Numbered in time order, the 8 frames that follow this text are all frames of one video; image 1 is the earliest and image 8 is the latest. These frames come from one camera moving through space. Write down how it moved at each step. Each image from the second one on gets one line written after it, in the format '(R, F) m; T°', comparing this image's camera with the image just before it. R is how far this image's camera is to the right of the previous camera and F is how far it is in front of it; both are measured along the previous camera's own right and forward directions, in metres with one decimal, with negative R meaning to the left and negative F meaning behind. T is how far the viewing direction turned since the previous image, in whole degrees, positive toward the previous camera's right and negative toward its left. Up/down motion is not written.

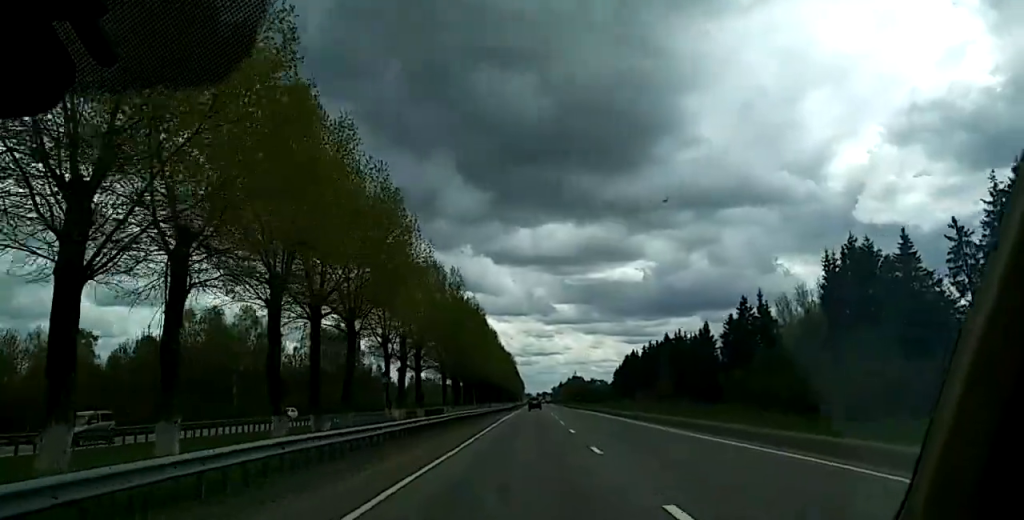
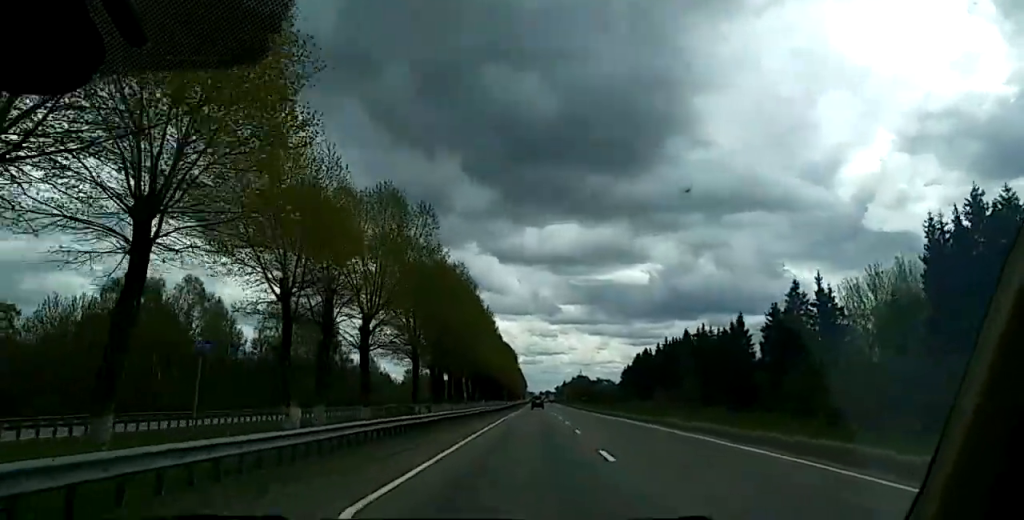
(-0.3, +26.4) m; +1°
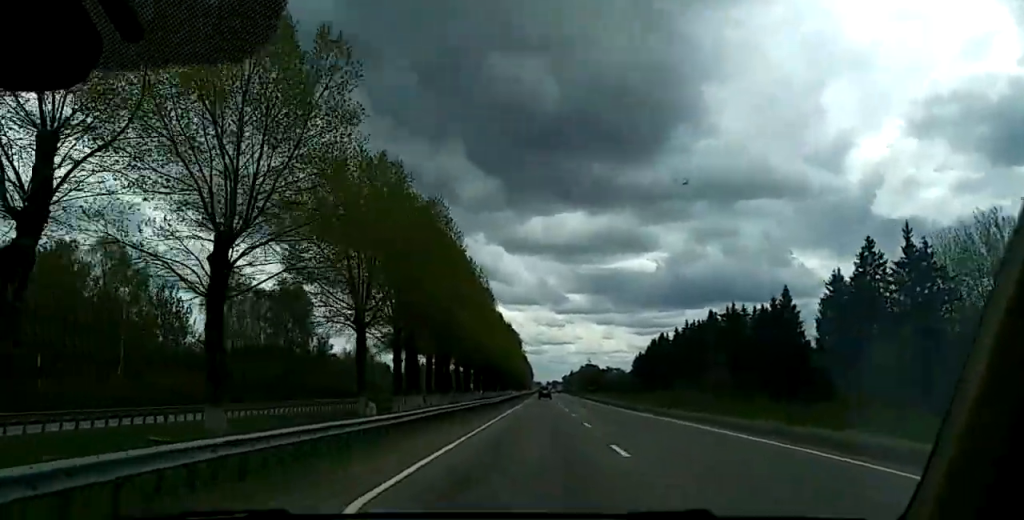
(+0.5, +24.3) m; +1°
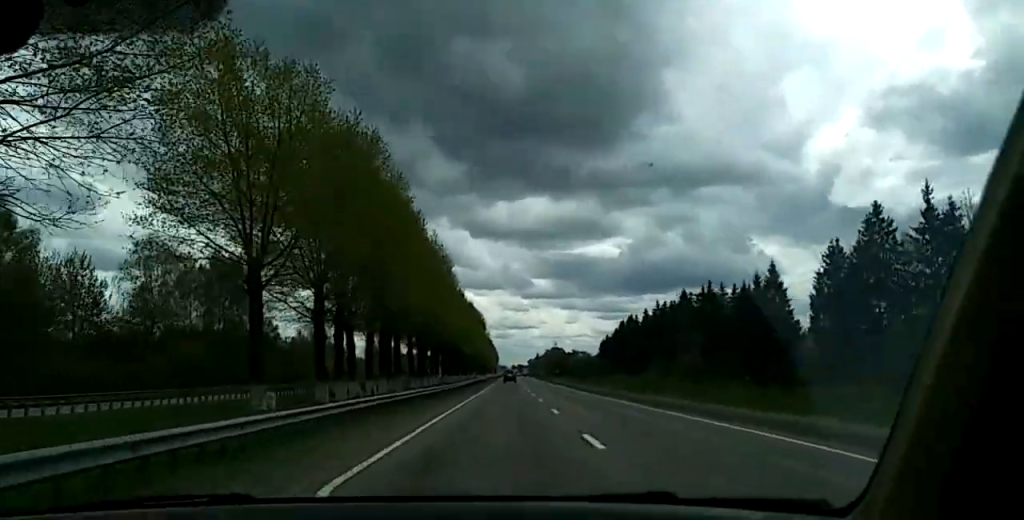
(-0.1, +13.8) m; 0°
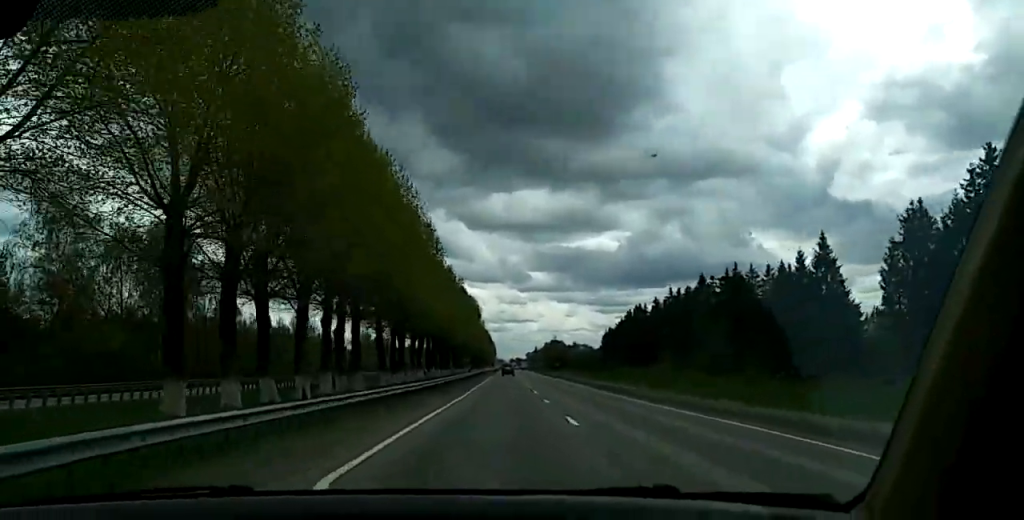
(-0.1, +20.1) m; 0°
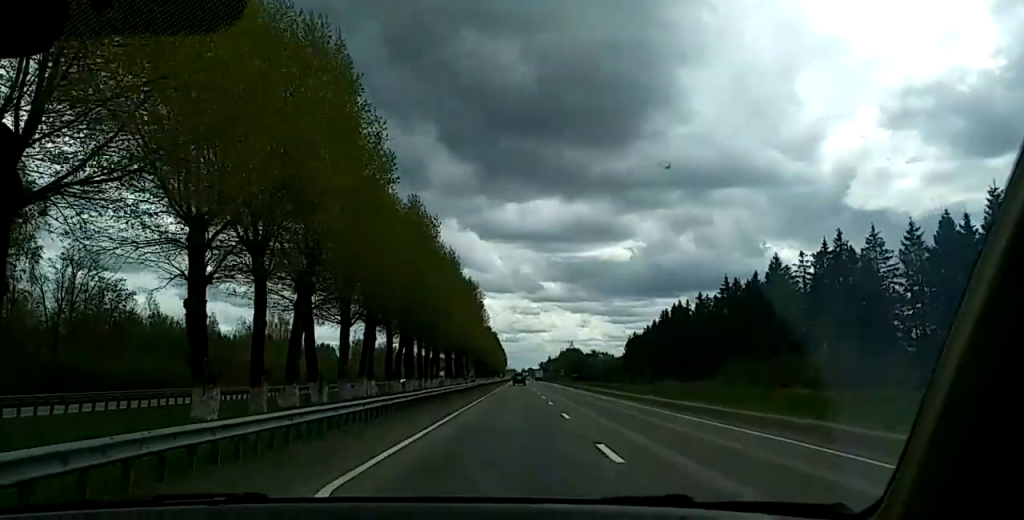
(+0.4, +42.2) m; 0°
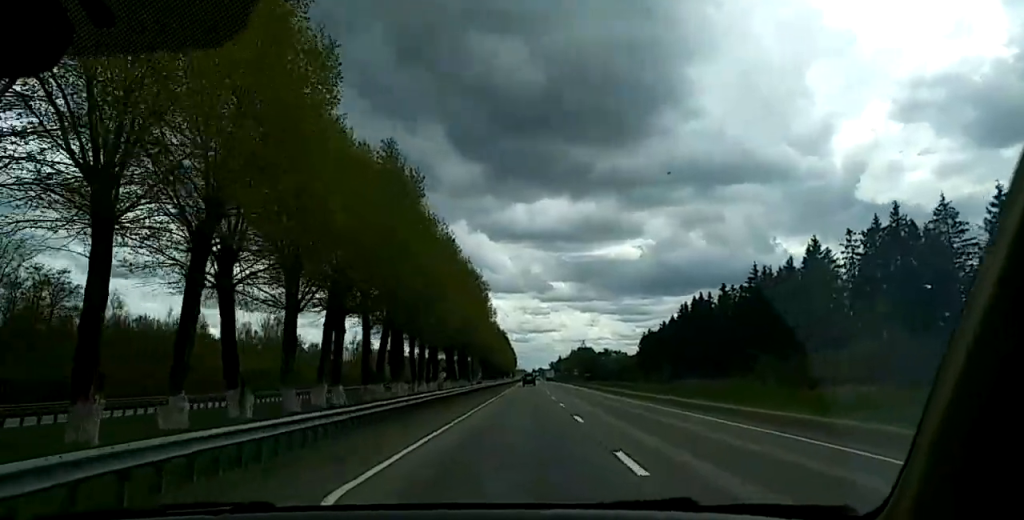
(0.0, +13.7) m; 0°
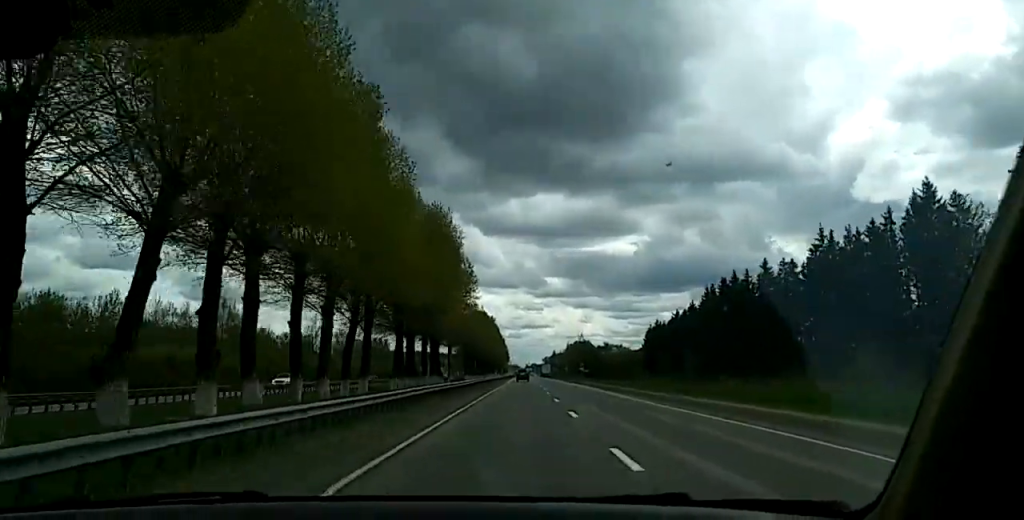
(0.0, +35.6) m; 0°
